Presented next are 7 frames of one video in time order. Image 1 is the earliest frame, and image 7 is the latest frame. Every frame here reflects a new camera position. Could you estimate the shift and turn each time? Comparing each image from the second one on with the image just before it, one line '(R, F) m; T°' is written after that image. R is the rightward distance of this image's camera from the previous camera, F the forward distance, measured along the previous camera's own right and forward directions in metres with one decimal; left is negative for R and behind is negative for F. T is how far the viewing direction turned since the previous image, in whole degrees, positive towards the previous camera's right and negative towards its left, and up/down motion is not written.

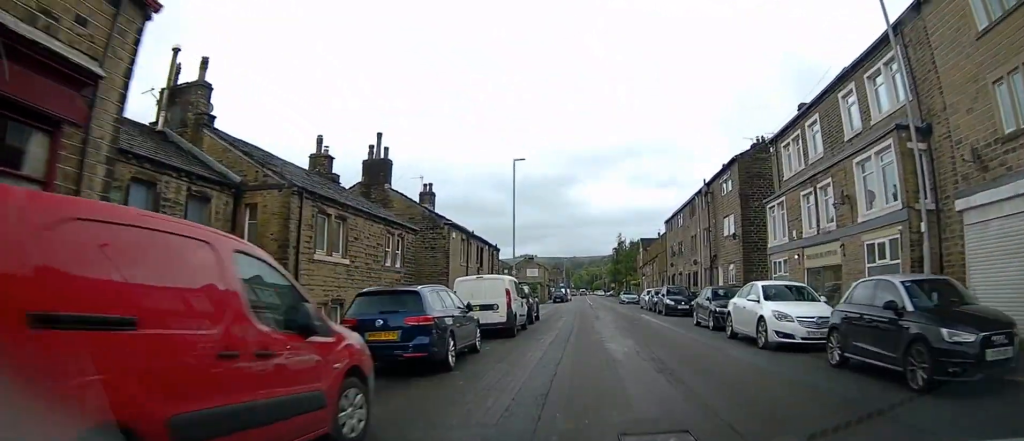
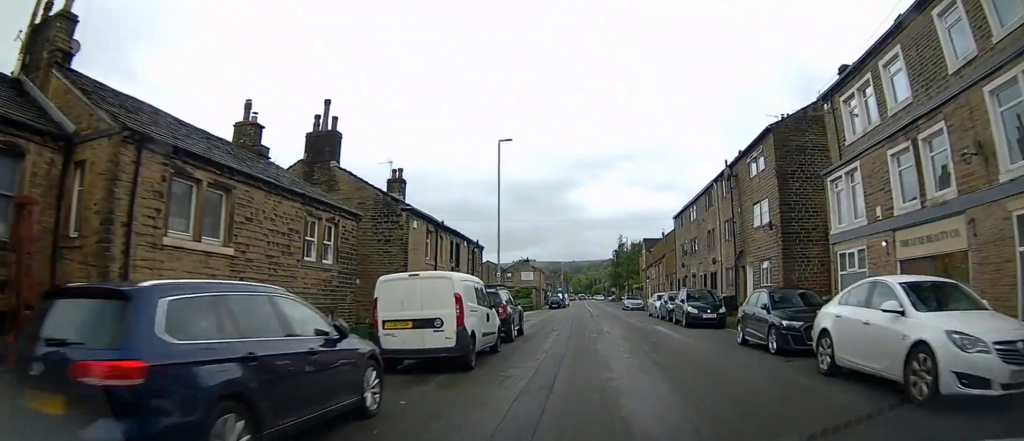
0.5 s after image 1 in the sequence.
(+0.1, +6.3) m; 0°
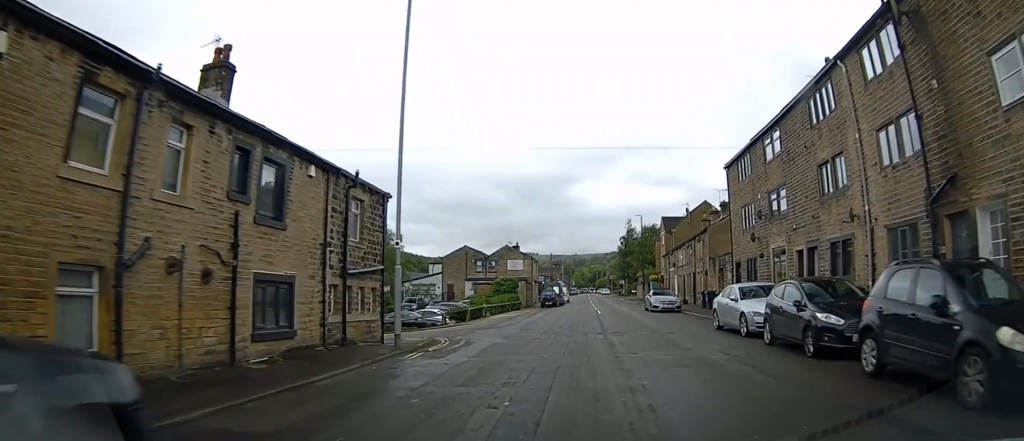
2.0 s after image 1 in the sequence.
(-0.2, +17.2) m; -1°
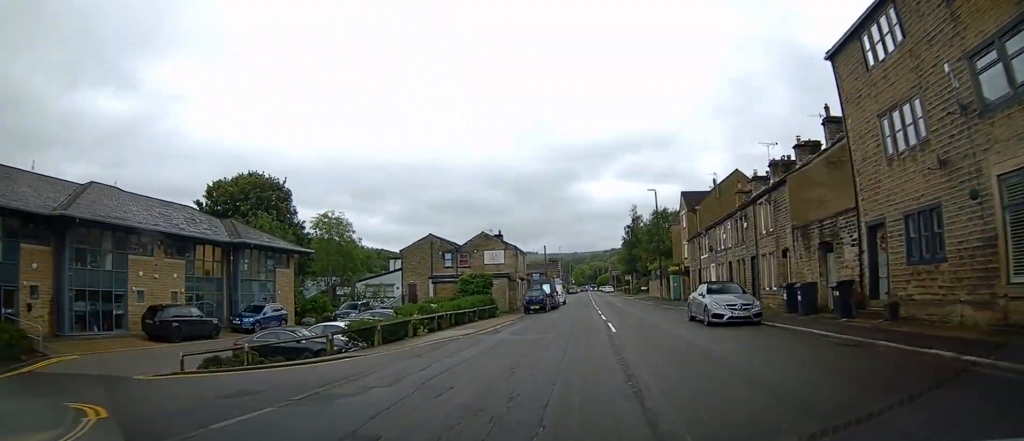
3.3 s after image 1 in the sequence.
(0.0, +14.8) m; 0°
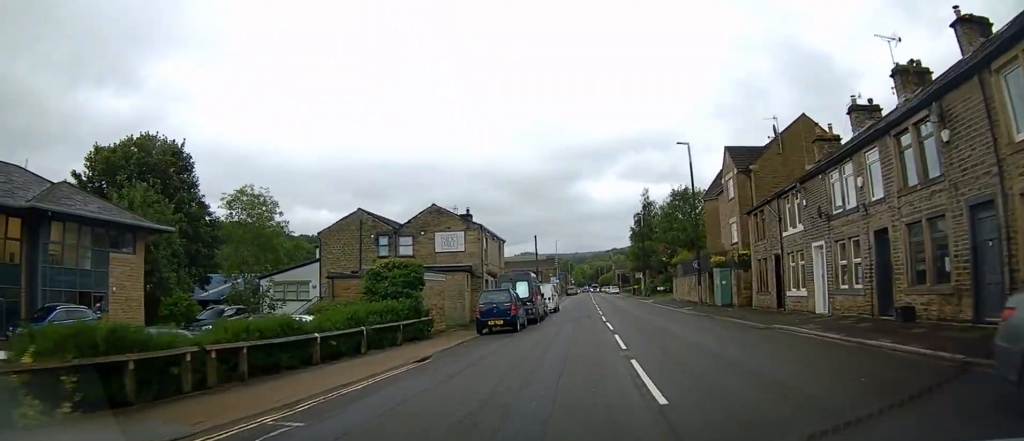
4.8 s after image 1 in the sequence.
(+0.1, +16.9) m; +1°
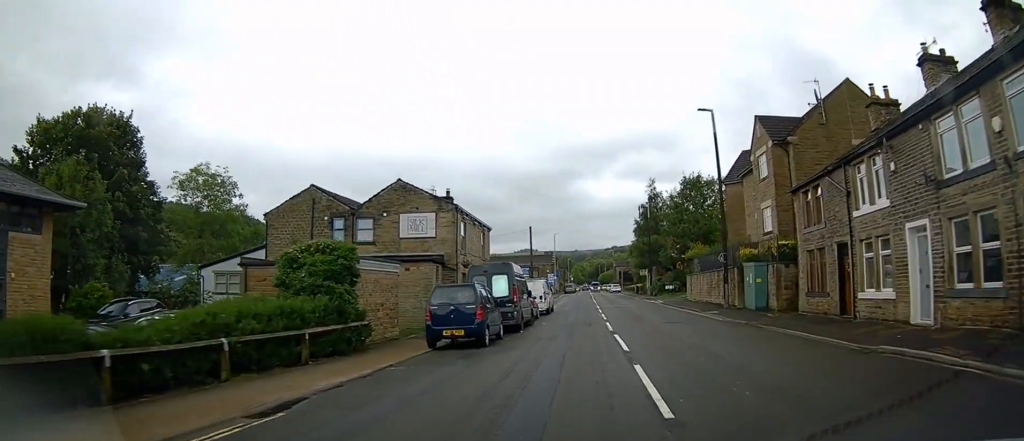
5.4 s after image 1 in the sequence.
(0.0, +6.2) m; 0°
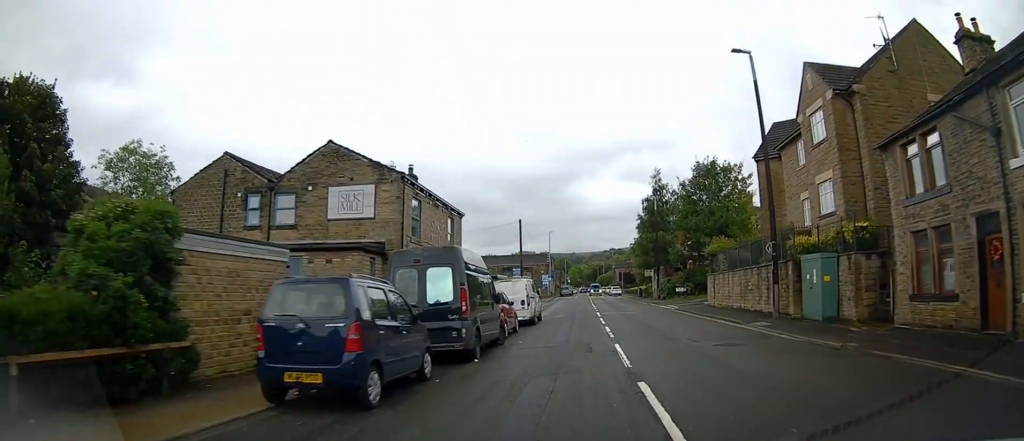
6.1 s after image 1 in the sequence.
(0.0, +7.5) m; 0°
